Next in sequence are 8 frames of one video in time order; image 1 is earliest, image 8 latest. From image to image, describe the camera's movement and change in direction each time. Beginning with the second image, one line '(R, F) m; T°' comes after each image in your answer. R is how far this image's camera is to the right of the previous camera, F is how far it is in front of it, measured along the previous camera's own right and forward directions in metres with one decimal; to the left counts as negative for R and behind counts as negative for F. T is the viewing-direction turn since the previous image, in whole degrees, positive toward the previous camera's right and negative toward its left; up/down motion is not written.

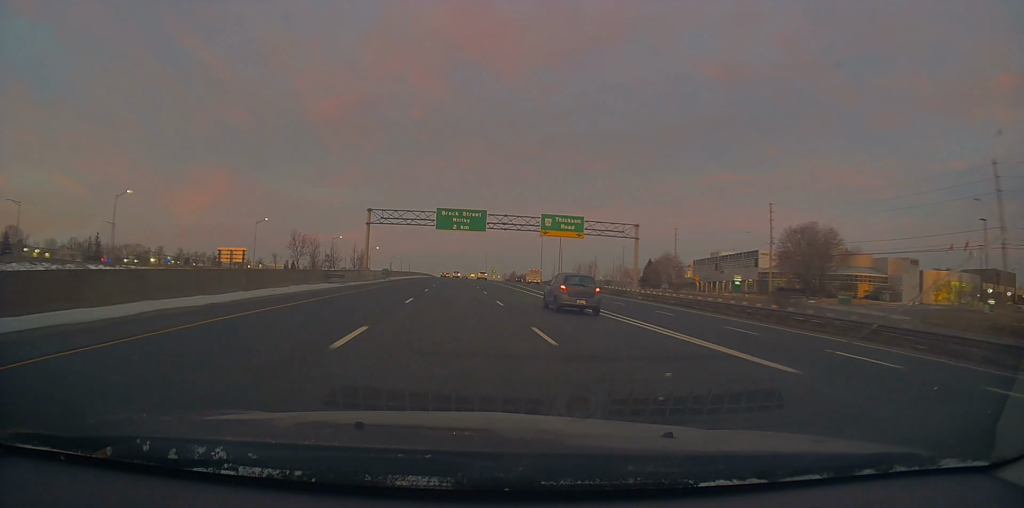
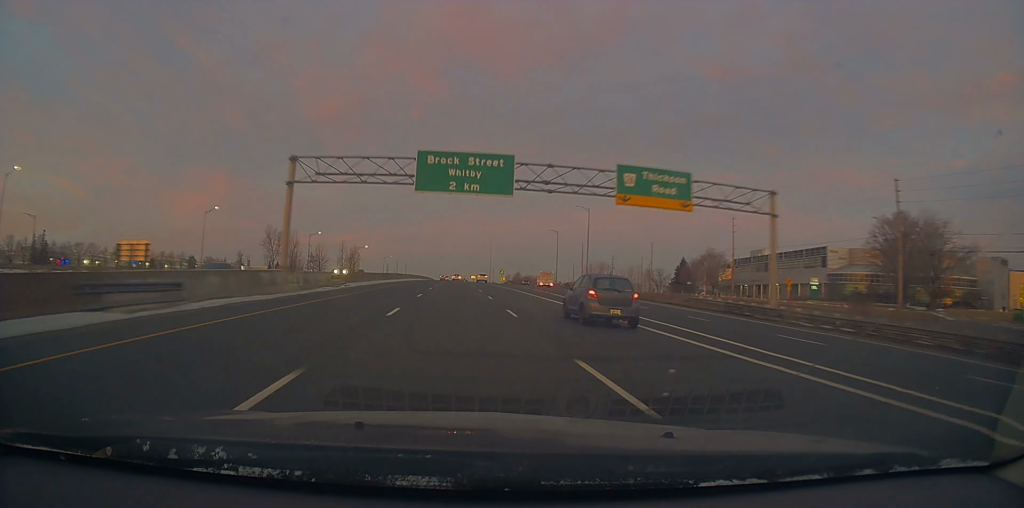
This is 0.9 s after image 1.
(-0.4, +29.5) m; 0°
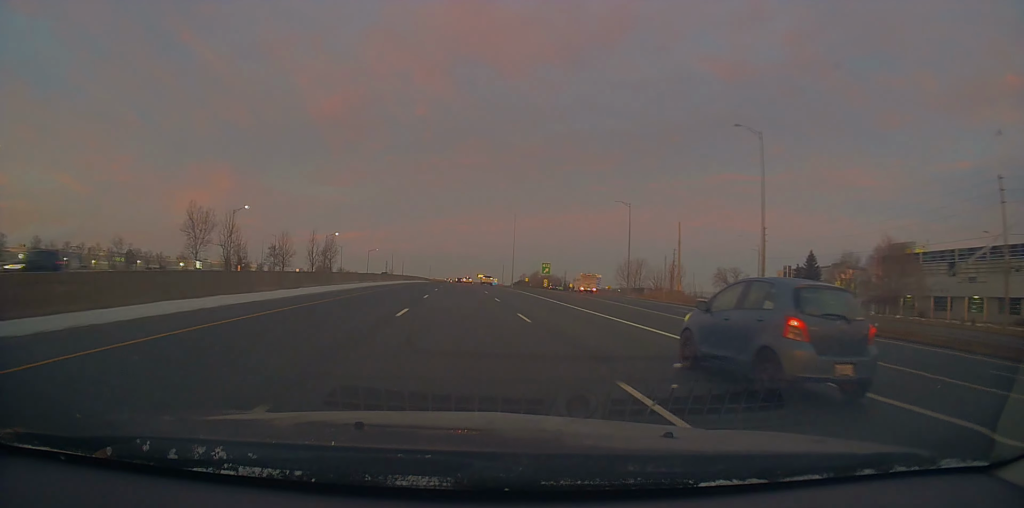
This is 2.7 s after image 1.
(+0.6, +62.2) m; -1°
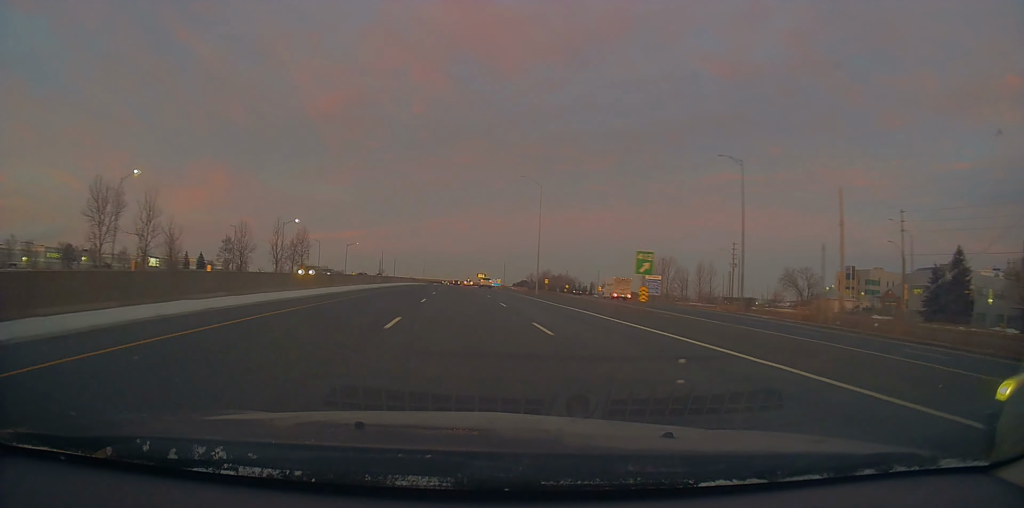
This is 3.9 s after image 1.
(-0.7, +39.4) m; 0°
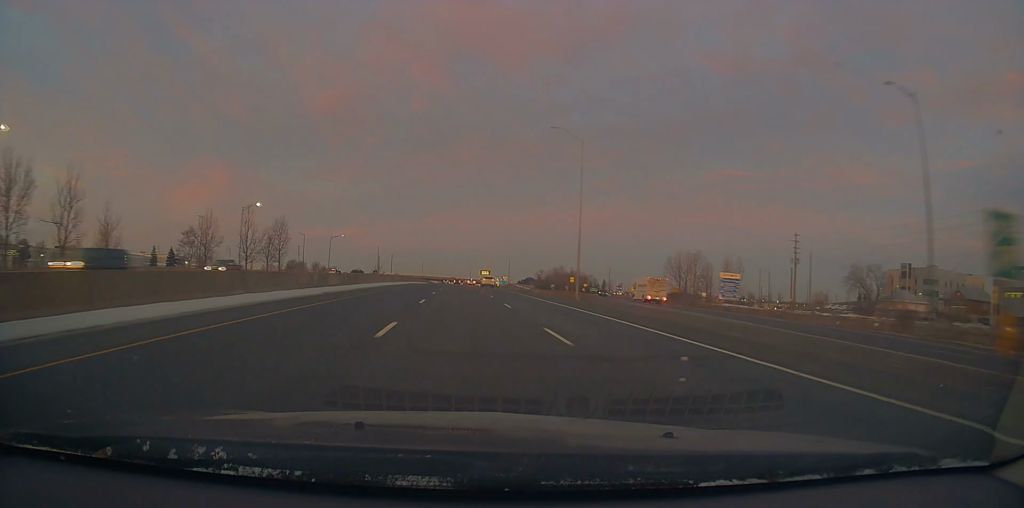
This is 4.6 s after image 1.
(+0.3, +25.8) m; +1°
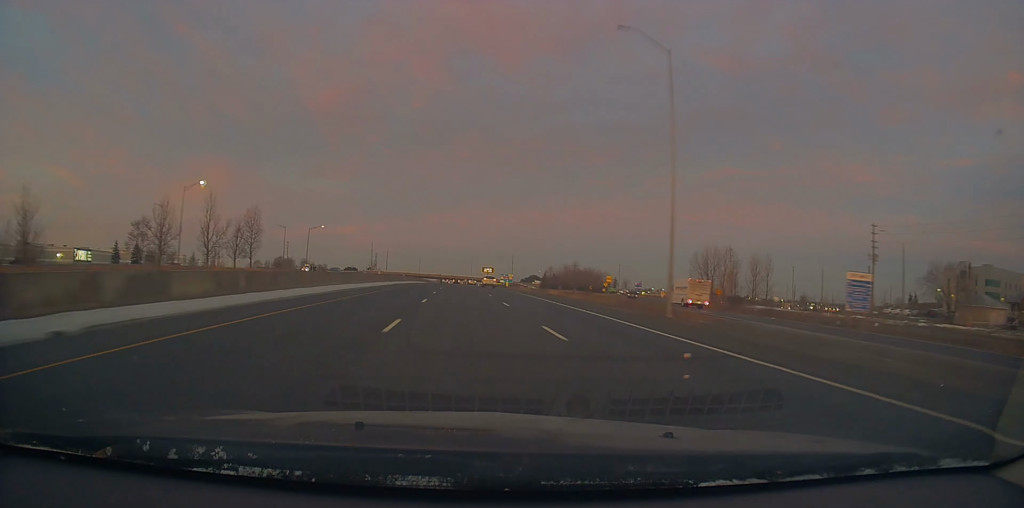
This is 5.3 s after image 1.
(+0.5, +23.5) m; 0°
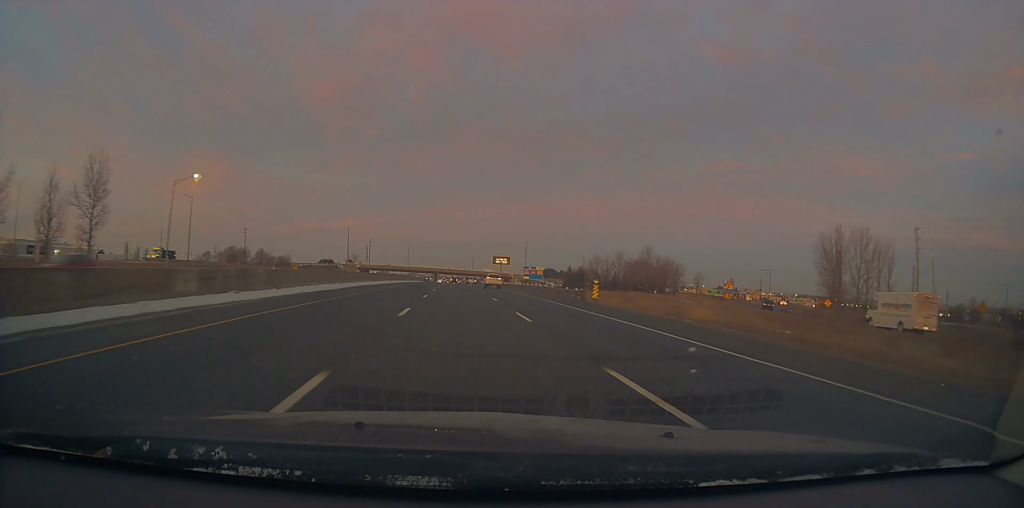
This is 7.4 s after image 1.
(-1.1, +68.3) m; 0°
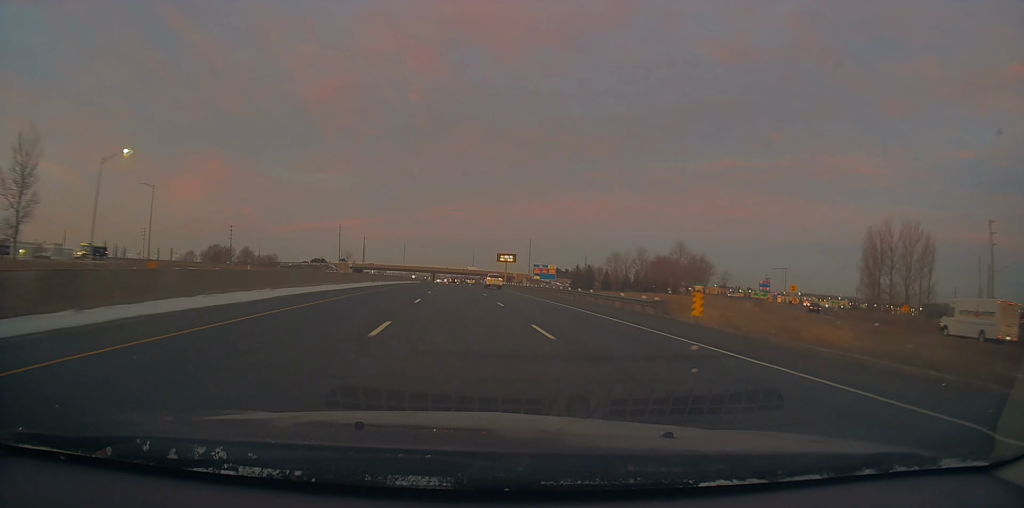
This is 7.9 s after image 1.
(+0.1, +16.8) m; 0°
